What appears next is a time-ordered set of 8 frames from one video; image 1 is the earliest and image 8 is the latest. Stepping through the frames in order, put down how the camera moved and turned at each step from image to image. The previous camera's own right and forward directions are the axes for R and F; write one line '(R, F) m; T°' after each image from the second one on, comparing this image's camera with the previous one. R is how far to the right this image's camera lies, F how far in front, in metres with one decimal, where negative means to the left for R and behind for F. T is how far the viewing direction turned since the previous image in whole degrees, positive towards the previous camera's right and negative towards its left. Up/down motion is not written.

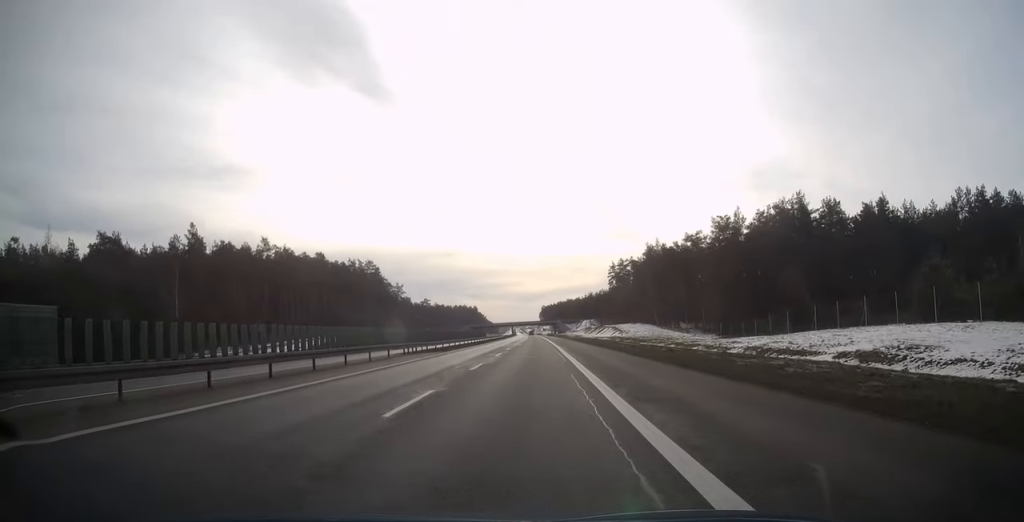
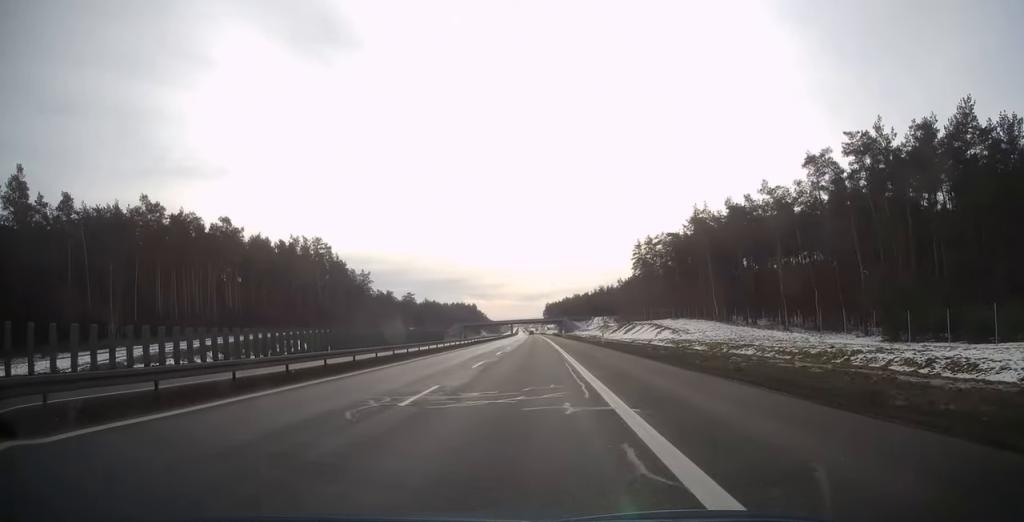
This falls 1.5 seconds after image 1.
(-0.2, +46.6) m; -1°
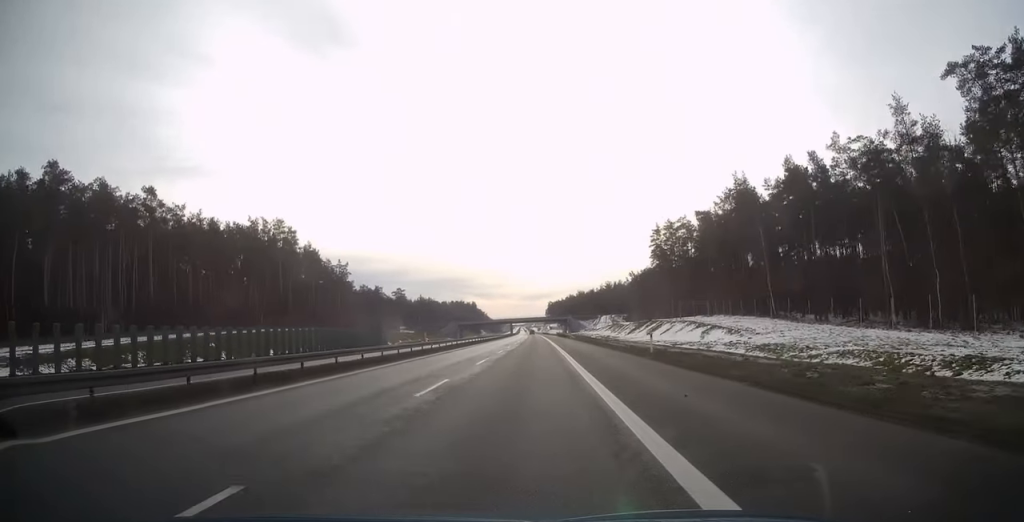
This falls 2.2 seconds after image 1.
(-0.1, +22.5) m; 0°
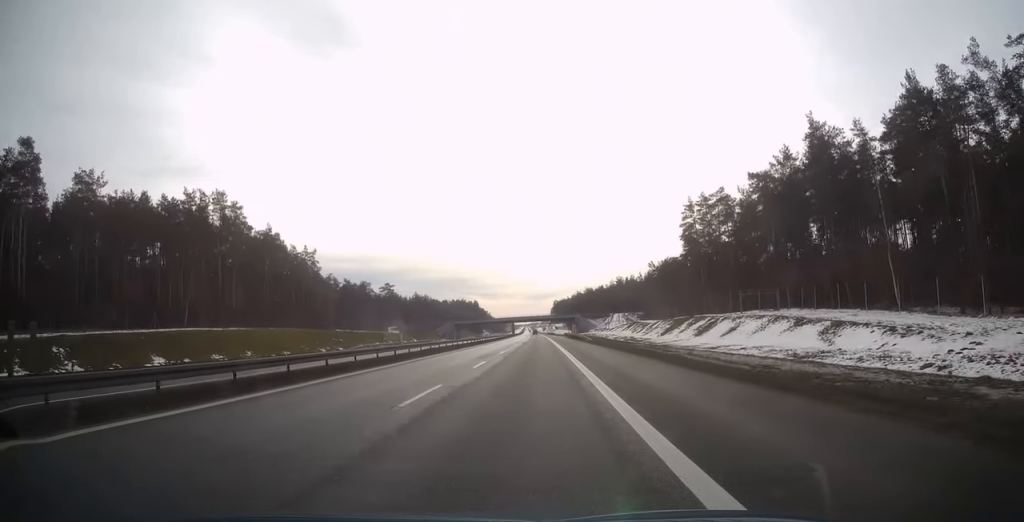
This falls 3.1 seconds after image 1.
(-0.1, +25.5) m; 0°
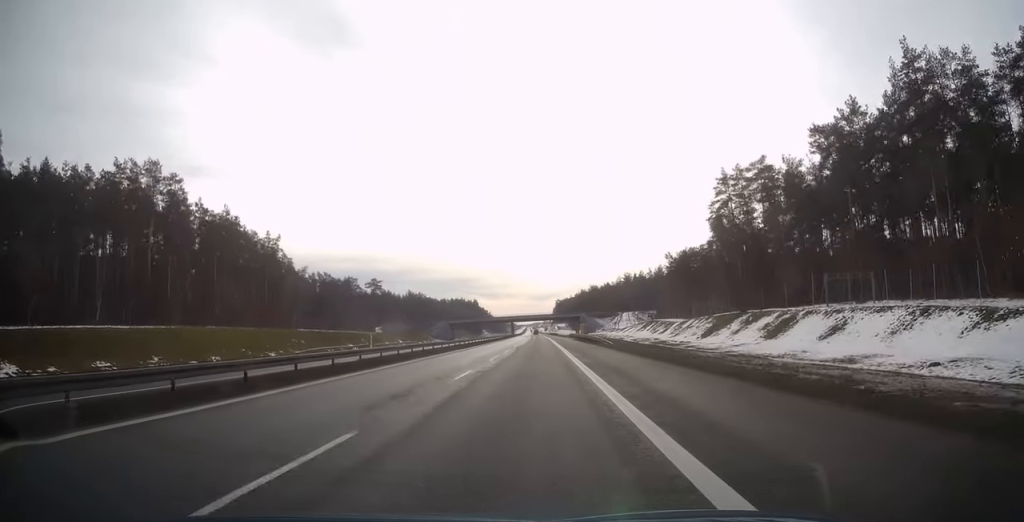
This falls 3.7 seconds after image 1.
(0.0, +19.4) m; 0°
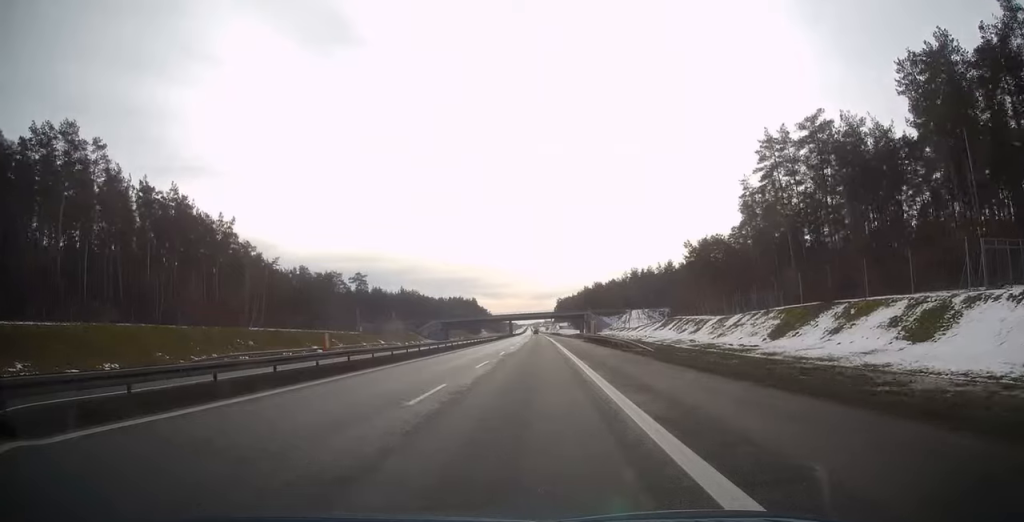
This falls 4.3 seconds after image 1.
(0.0, +17.9) m; 0°
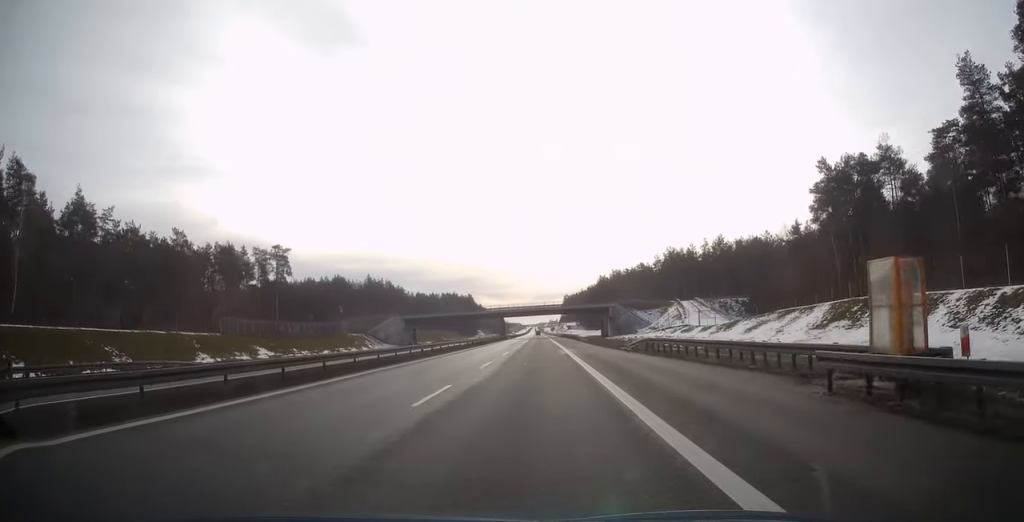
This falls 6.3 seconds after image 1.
(-0.3, +59.8) m; -1°
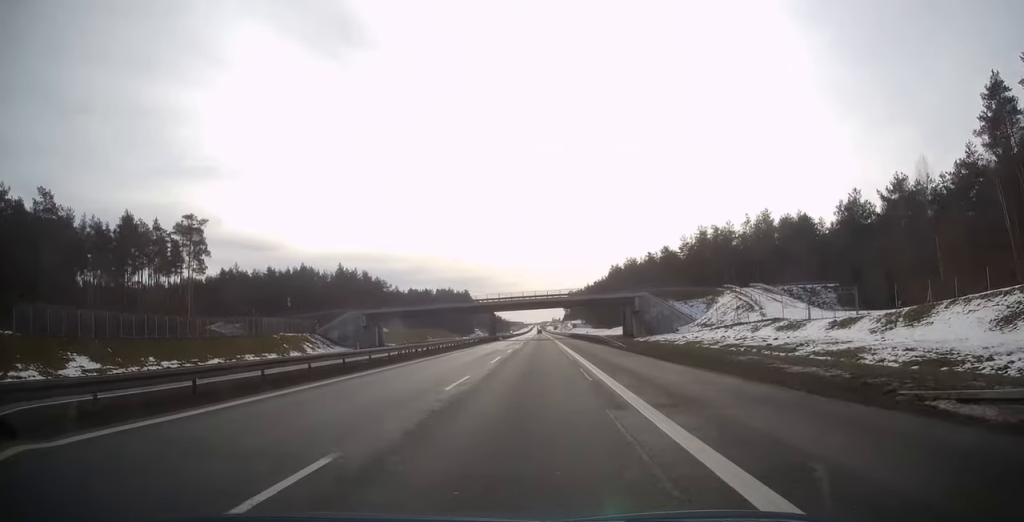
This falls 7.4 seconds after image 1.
(-0.2, +33.6) m; 0°
